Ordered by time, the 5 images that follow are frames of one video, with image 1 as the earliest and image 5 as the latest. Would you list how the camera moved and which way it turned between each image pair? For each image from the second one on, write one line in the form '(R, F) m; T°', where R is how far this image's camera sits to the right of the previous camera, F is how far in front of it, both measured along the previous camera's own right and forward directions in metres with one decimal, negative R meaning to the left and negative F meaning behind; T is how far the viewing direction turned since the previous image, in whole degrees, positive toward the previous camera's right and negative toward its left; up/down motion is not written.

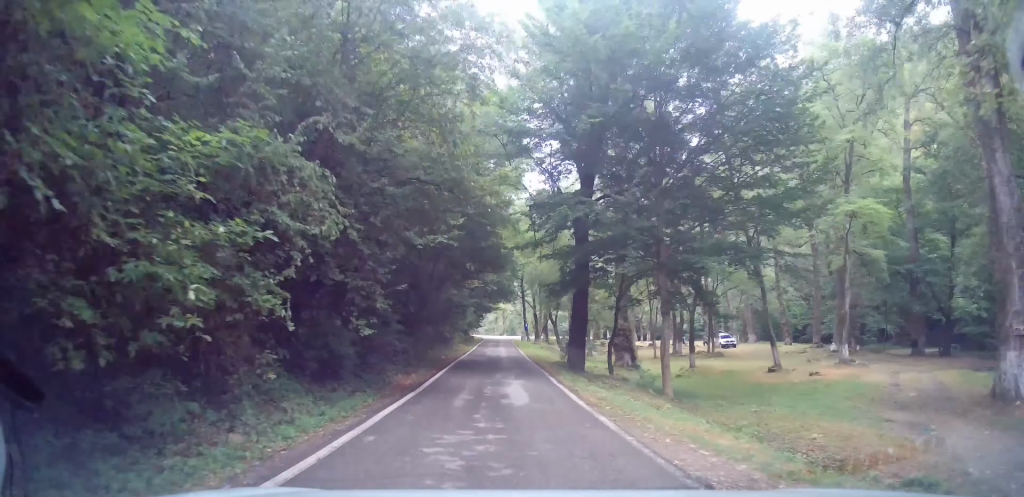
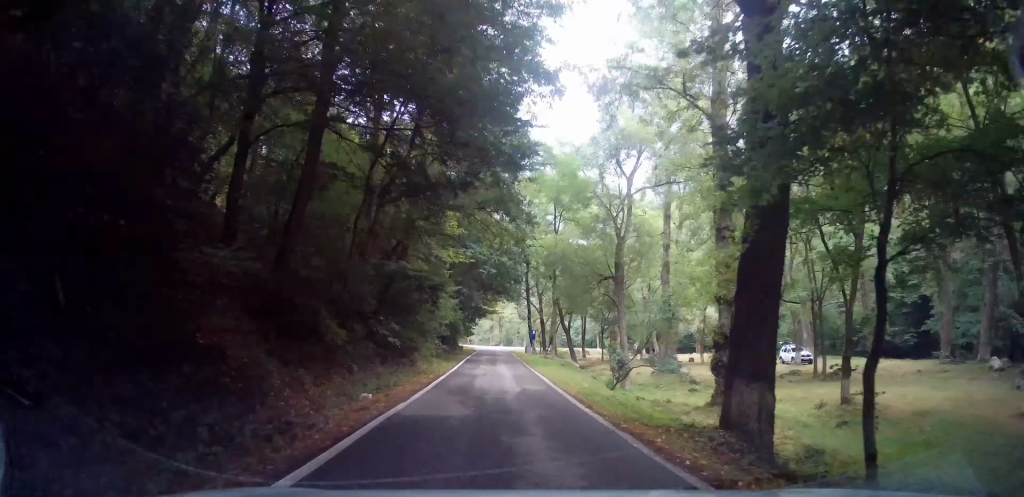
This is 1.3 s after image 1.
(+0.5, +16.4) m; +3°
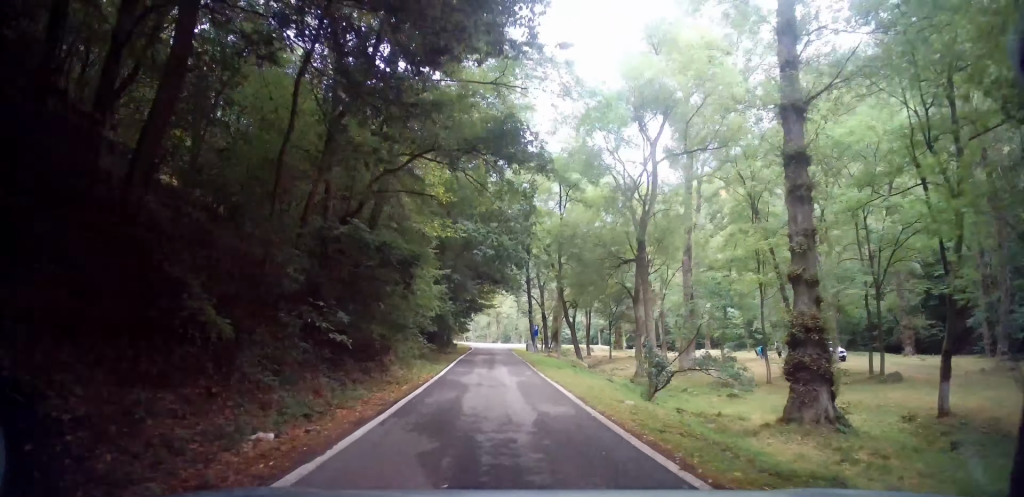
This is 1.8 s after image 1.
(+0.1, +5.1) m; 0°
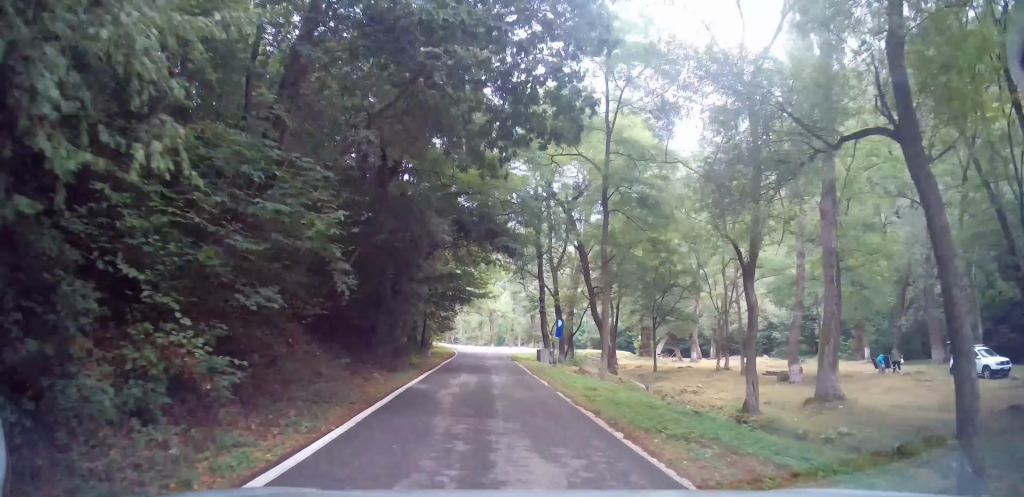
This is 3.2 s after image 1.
(-0.2, +16.4) m; -4°
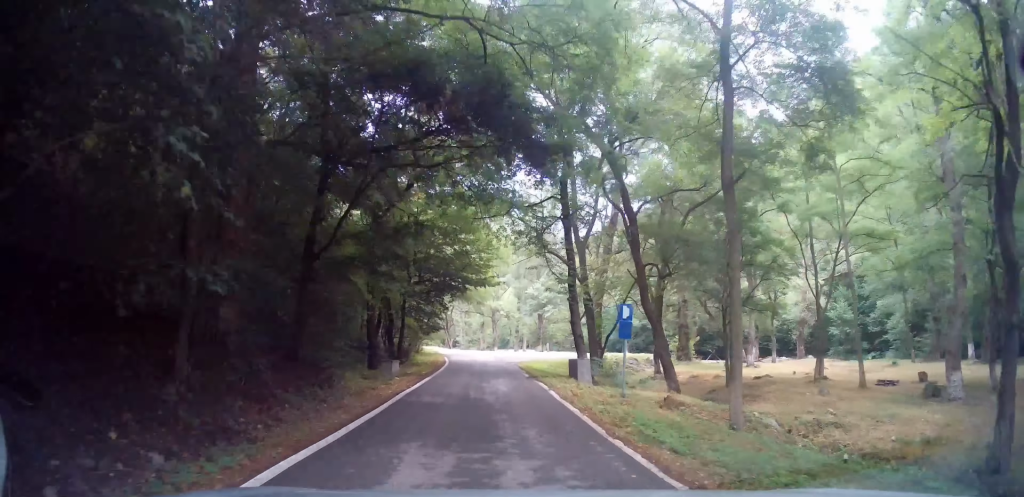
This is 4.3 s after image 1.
(-0.5, +11.6) m; -1°
